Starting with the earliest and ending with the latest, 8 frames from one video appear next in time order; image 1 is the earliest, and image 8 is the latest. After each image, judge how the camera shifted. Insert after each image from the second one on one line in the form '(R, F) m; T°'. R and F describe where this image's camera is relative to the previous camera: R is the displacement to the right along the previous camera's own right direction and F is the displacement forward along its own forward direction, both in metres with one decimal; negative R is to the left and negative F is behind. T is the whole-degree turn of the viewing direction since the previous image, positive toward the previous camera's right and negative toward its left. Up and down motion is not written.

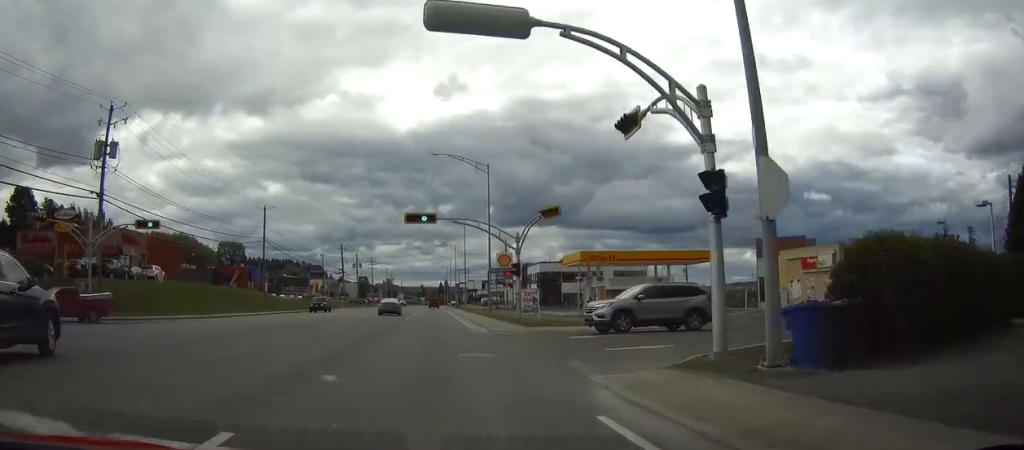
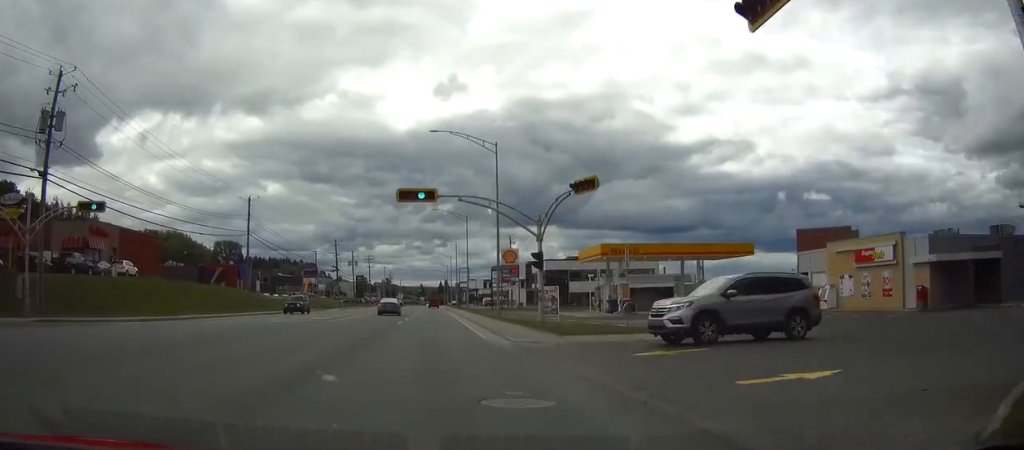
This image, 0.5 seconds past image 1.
(0.0, +7.6) m; 0°
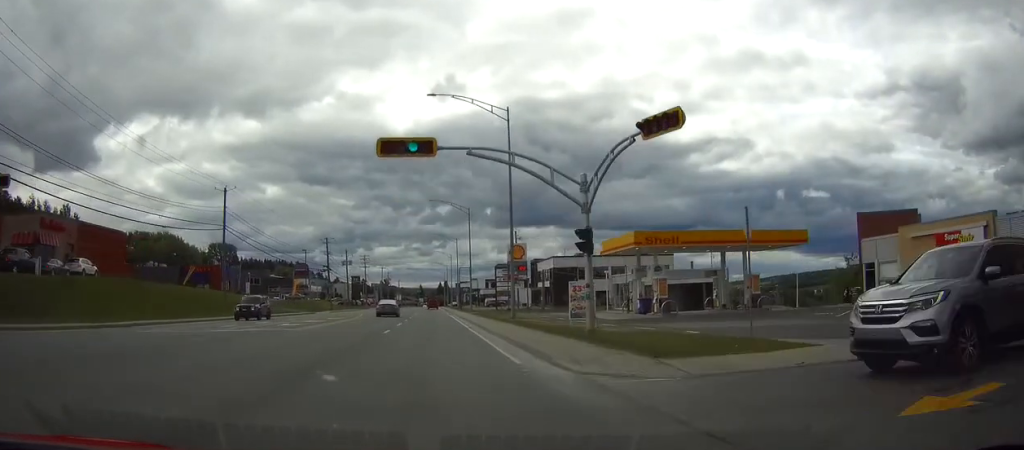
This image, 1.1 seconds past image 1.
(0.0, +9.1) m; 0°
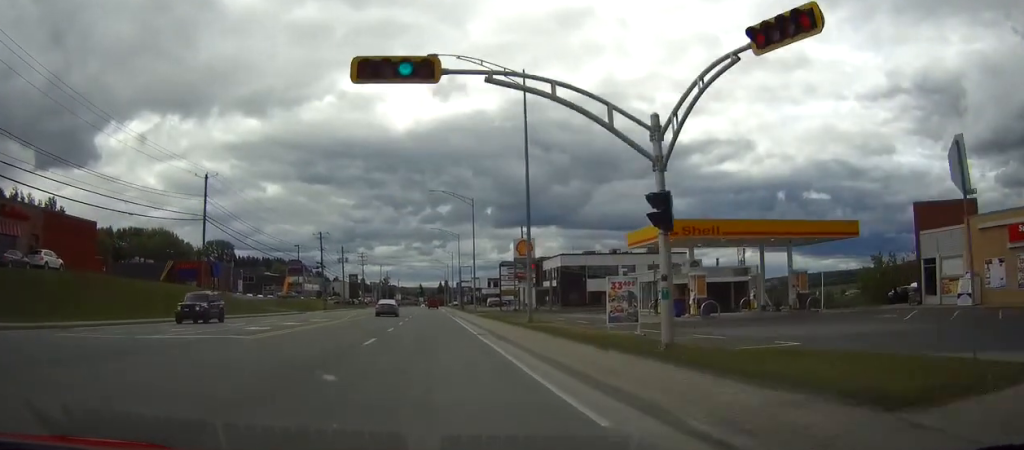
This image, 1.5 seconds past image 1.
(0.0, +6.6) m; 0°
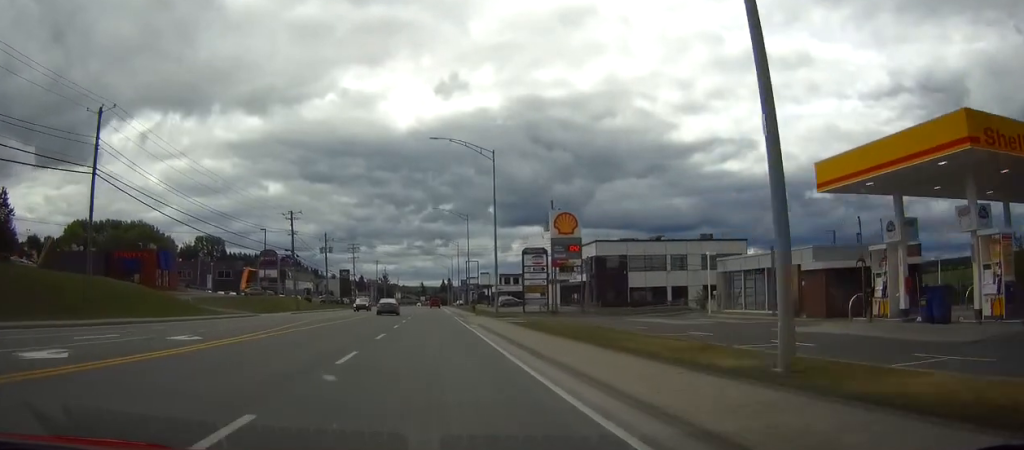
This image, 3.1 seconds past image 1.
(-0.1, +23.6) m; 0°
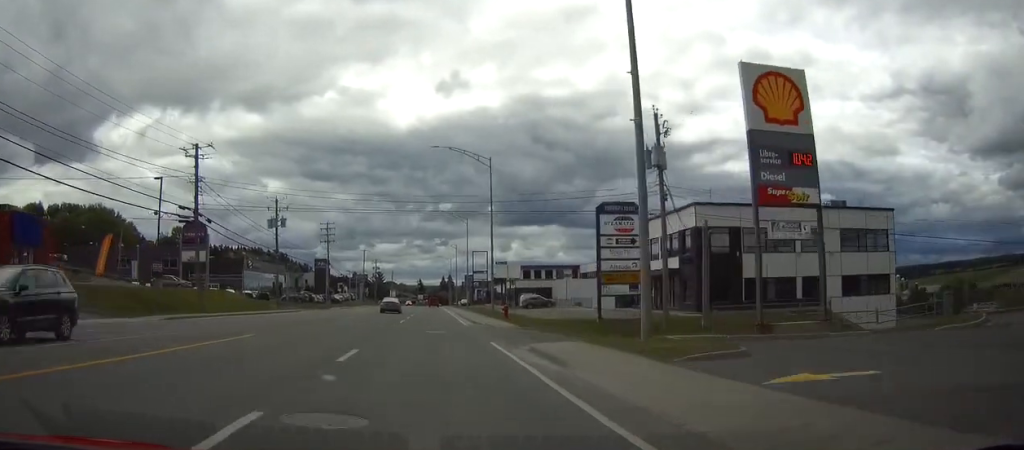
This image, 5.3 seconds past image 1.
(-0.1, +35.1) m; 0°
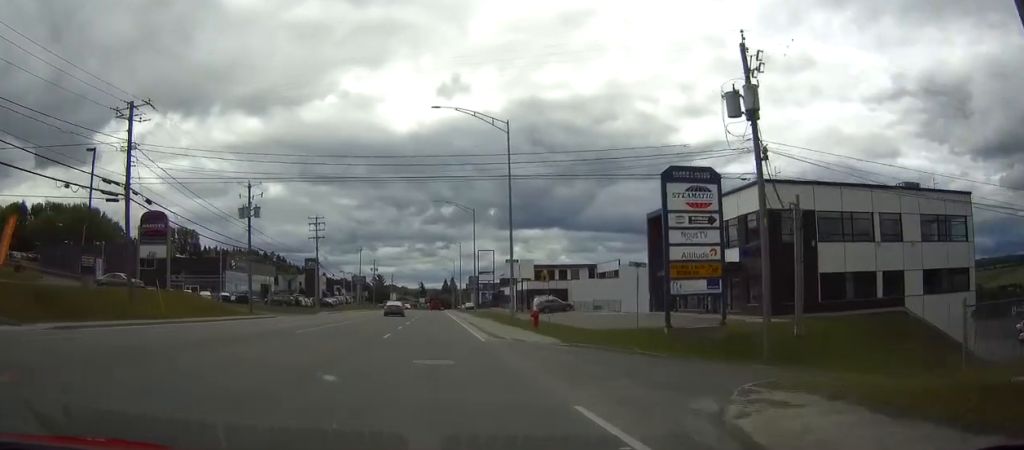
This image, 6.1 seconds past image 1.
(0.0, +12.4) m; 0°
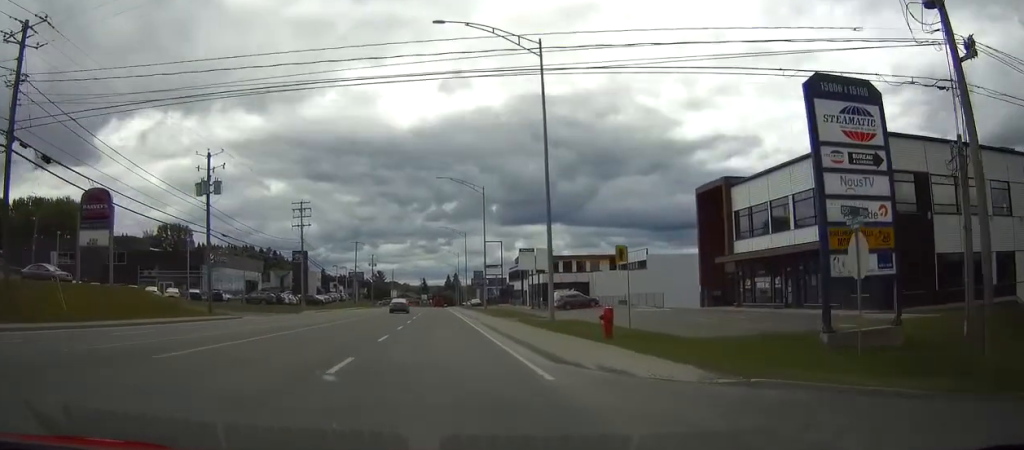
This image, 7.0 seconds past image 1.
(0.0, +13.0) m; 0°
